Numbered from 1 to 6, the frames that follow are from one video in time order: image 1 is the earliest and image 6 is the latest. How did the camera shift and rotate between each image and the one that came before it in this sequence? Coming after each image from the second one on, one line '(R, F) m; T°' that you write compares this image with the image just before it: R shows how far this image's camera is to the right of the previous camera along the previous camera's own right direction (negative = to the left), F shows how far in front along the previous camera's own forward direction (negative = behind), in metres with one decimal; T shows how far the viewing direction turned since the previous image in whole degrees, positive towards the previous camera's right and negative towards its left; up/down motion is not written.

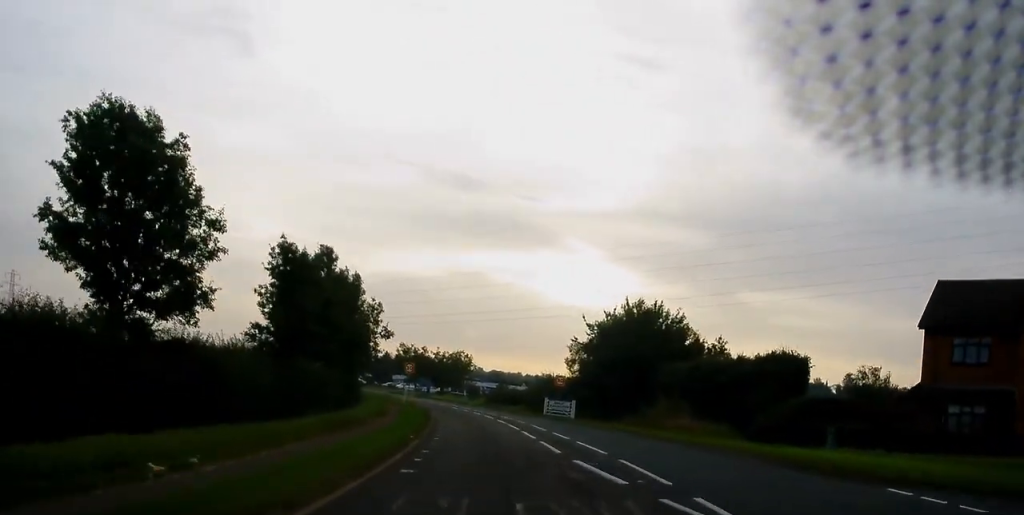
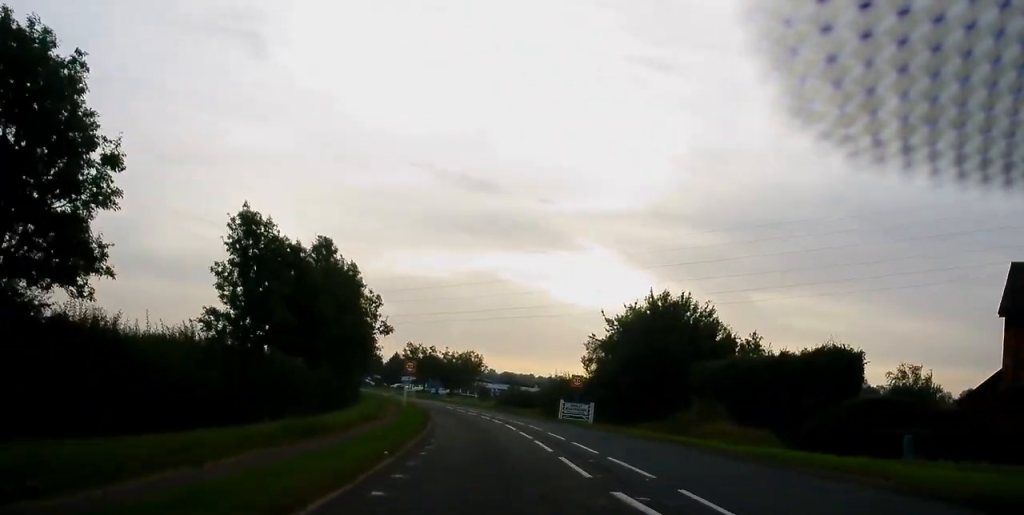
(-0.1, +5.4) m; 0°
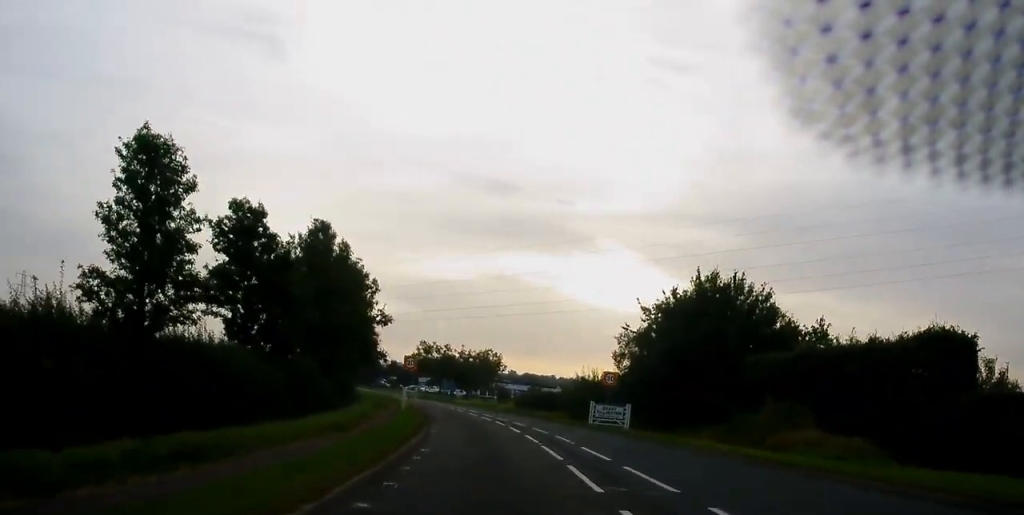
(+0.1, +7.8) m; -2°
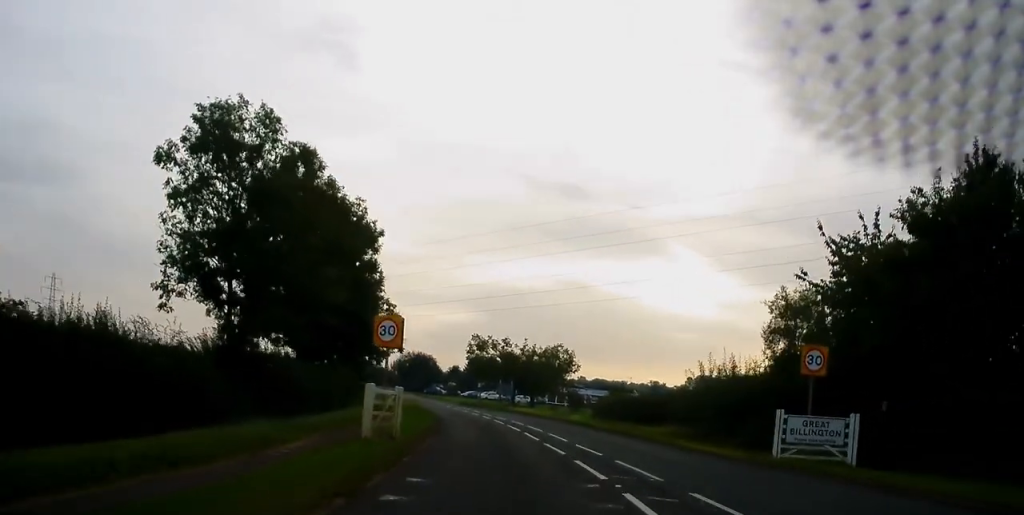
(-1.6, +21.9) m; -6°
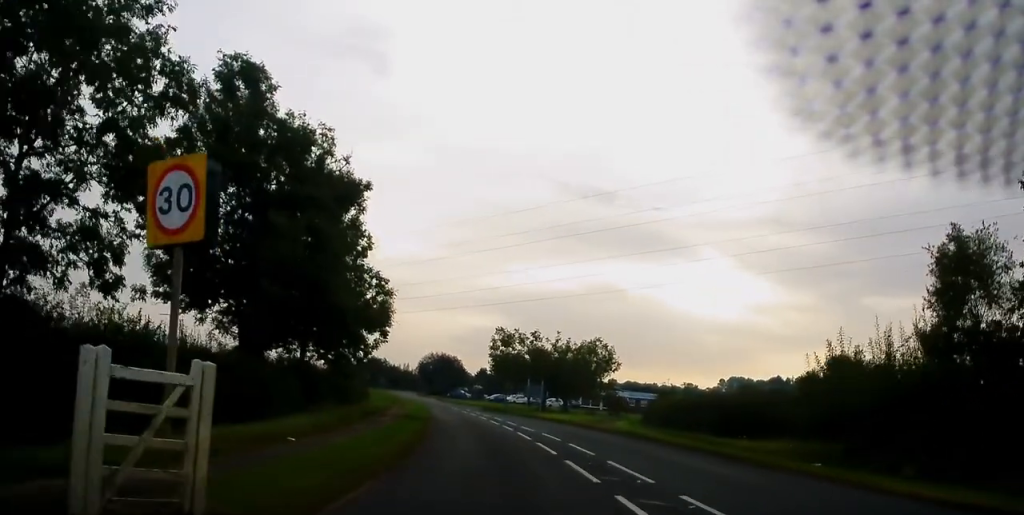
(0.0, +12.6) m; -2°
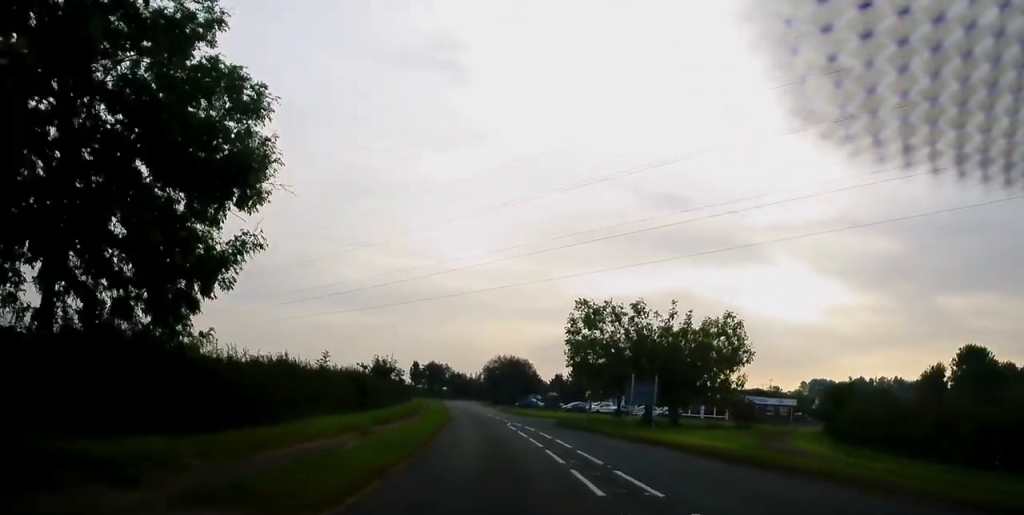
(-1.3, +25.4) m; -4°
